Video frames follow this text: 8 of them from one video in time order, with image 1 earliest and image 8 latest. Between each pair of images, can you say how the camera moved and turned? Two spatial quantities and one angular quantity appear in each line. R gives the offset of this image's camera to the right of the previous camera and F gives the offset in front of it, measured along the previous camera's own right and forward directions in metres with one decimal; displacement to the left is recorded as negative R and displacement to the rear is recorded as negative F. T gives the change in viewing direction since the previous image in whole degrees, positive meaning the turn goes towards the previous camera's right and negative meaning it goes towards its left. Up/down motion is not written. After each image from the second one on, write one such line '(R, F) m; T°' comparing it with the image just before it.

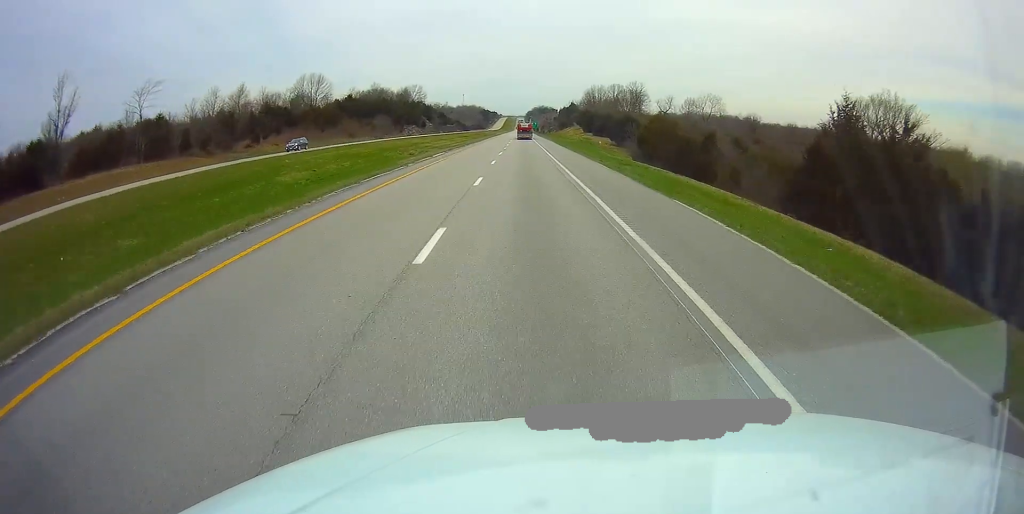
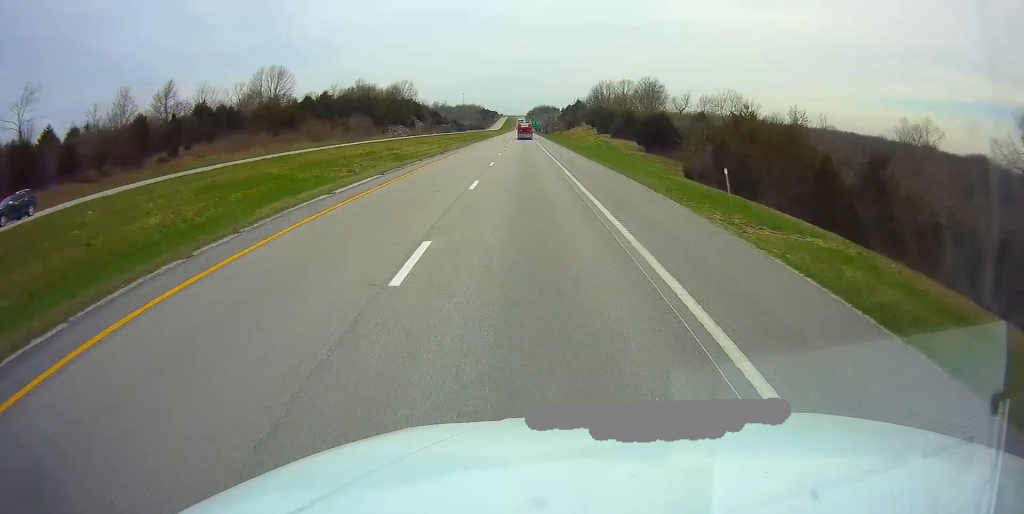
(-0.1, +25.9) m; 0°
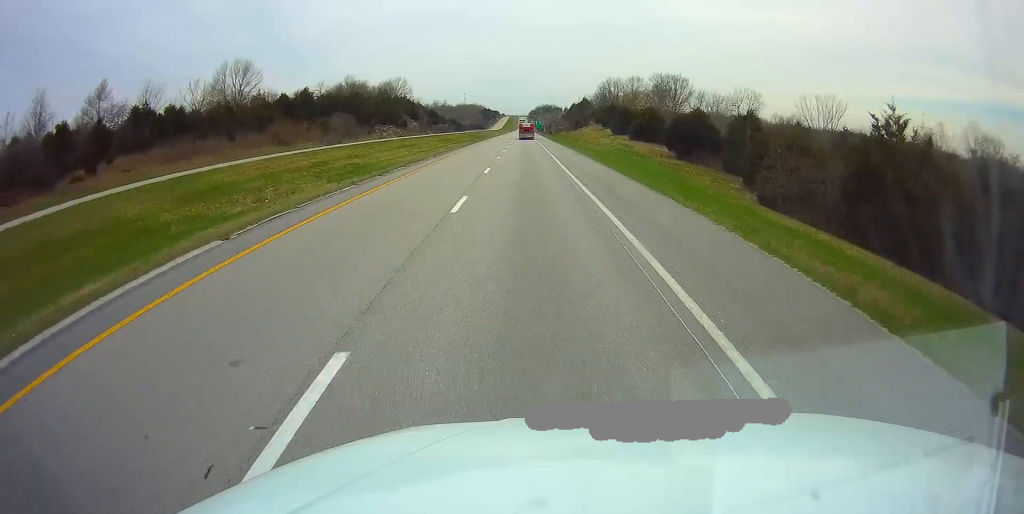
(+0.1, +17.6) m; 0°
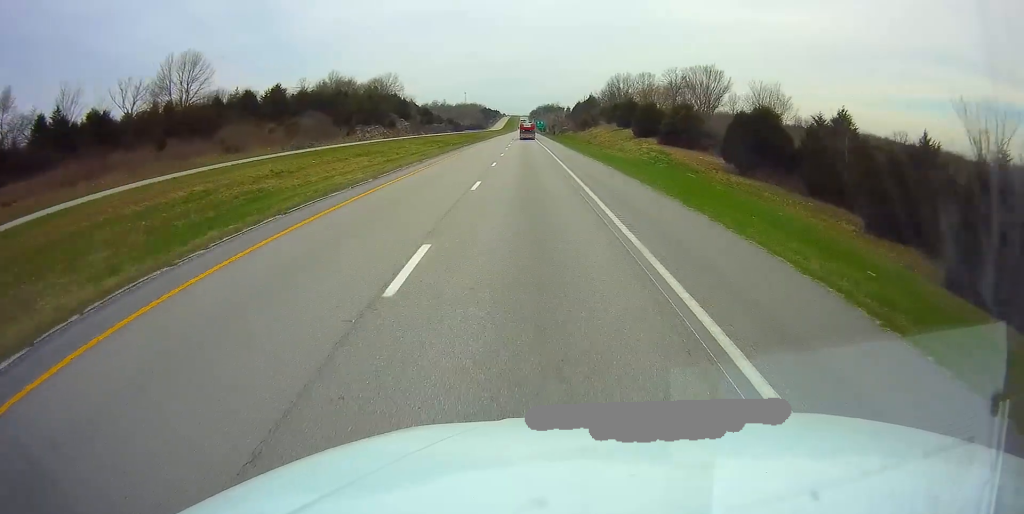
(-0.1, +19.7) m; 0°
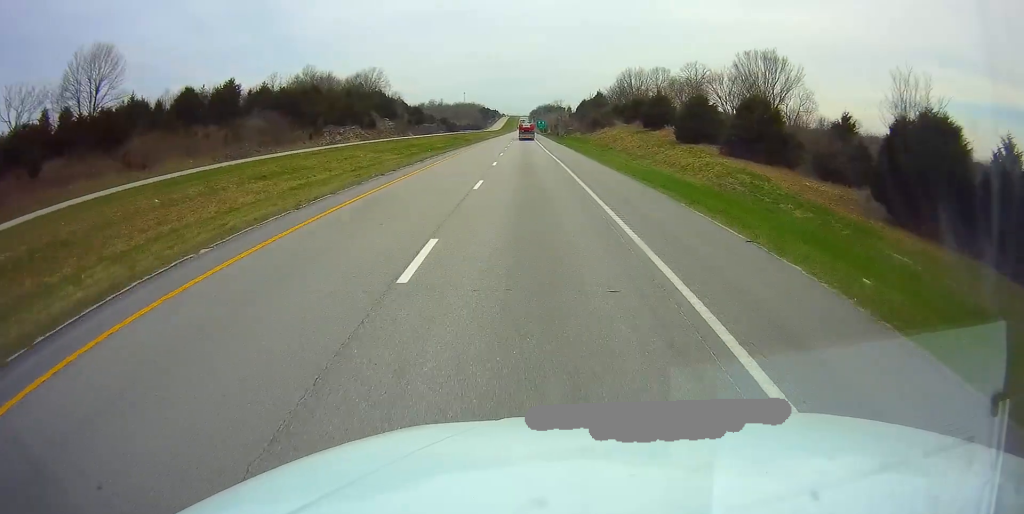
(-0.1, +23.8) m; 0°
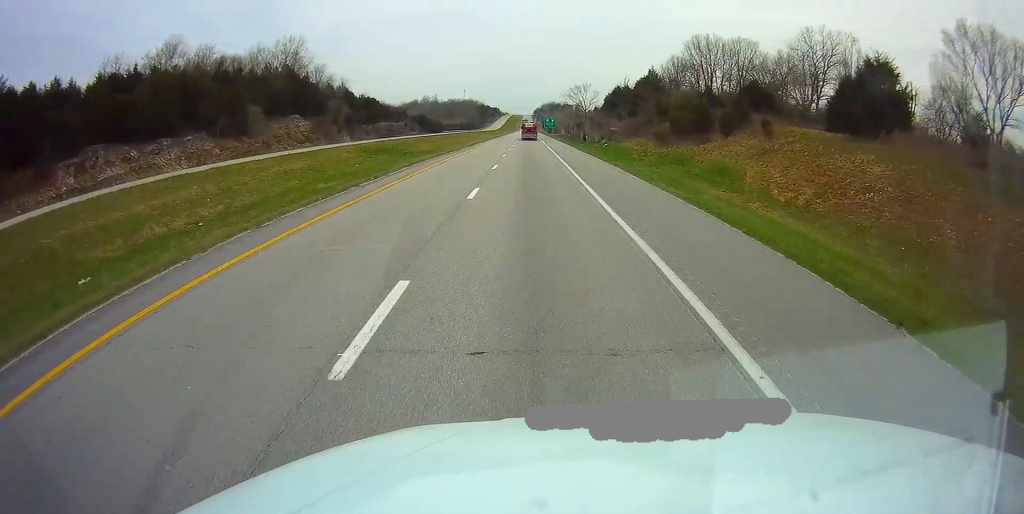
(-0.1, +76.7) m; 0°
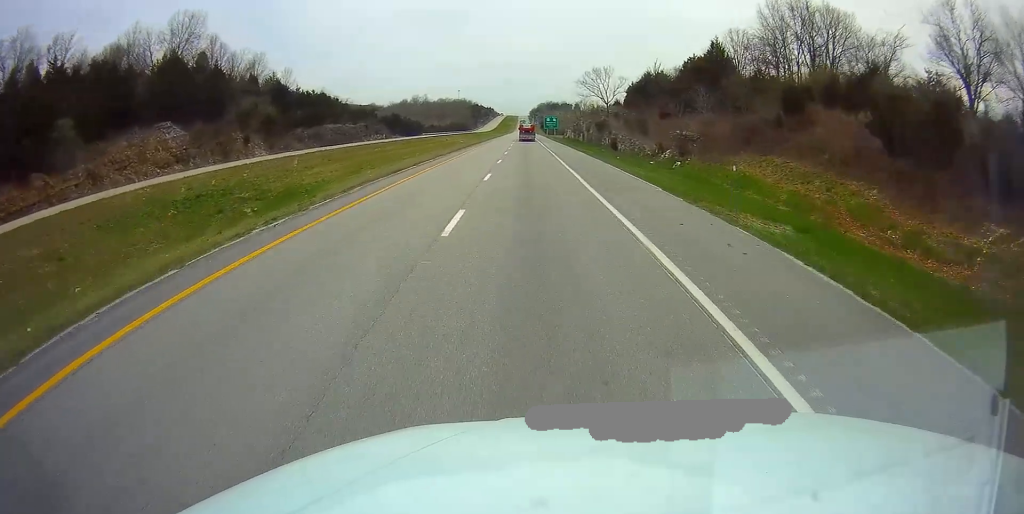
(+0.3, +42.5) m; 0°
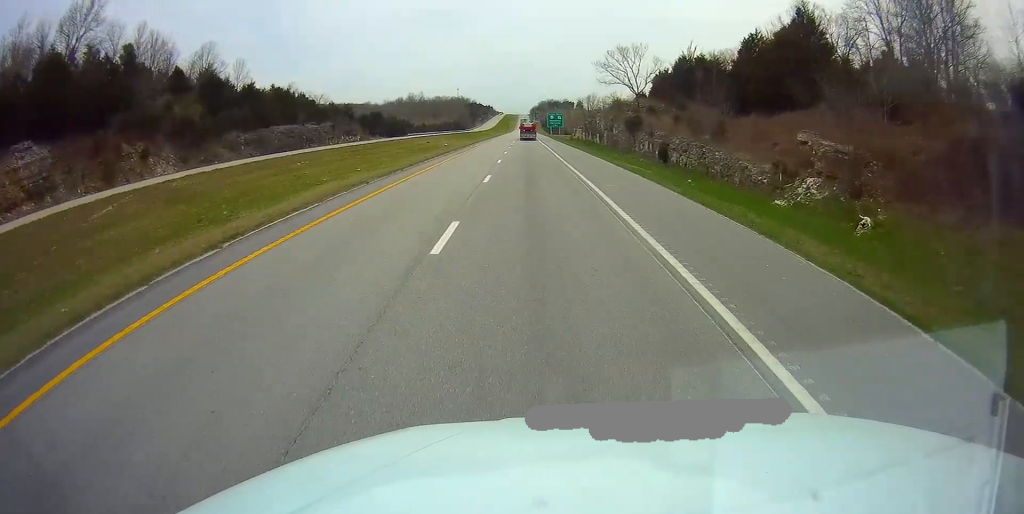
(-0.2, +25.9) m; 0°
